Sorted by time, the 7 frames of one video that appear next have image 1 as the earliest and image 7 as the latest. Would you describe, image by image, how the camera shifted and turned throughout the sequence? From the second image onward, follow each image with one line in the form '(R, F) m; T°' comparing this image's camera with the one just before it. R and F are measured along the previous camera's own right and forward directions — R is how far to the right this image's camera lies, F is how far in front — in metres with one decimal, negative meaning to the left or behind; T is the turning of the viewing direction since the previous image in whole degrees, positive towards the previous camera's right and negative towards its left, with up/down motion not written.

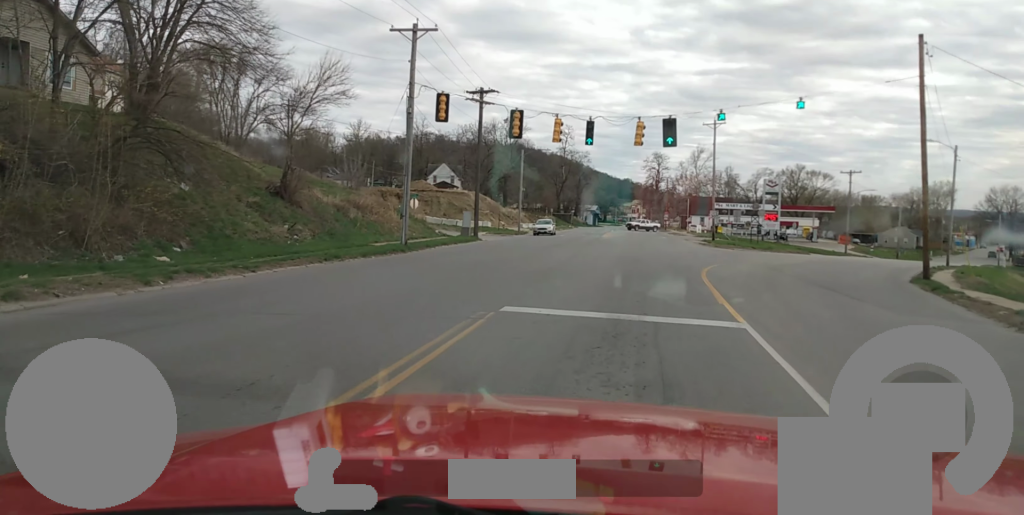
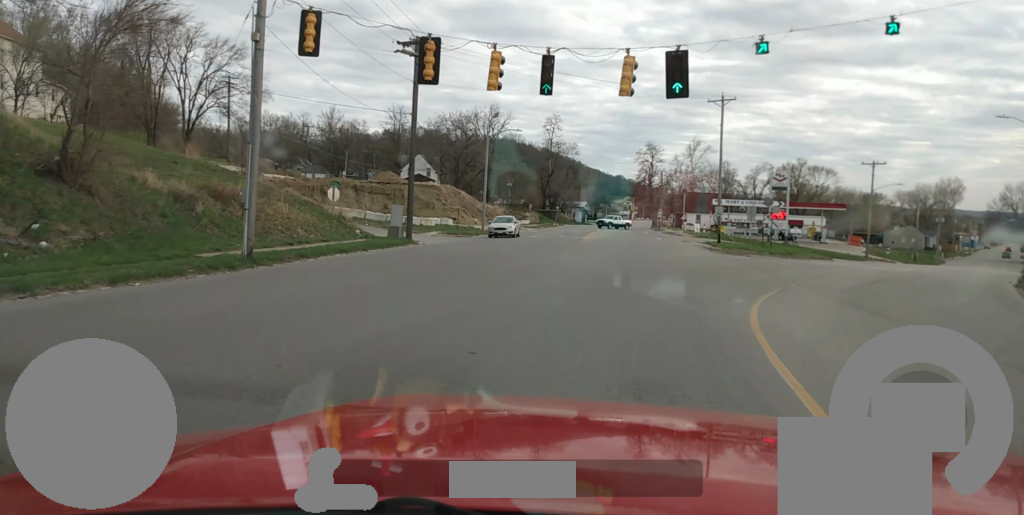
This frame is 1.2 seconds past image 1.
(+0.2, +12.5) m; -1°
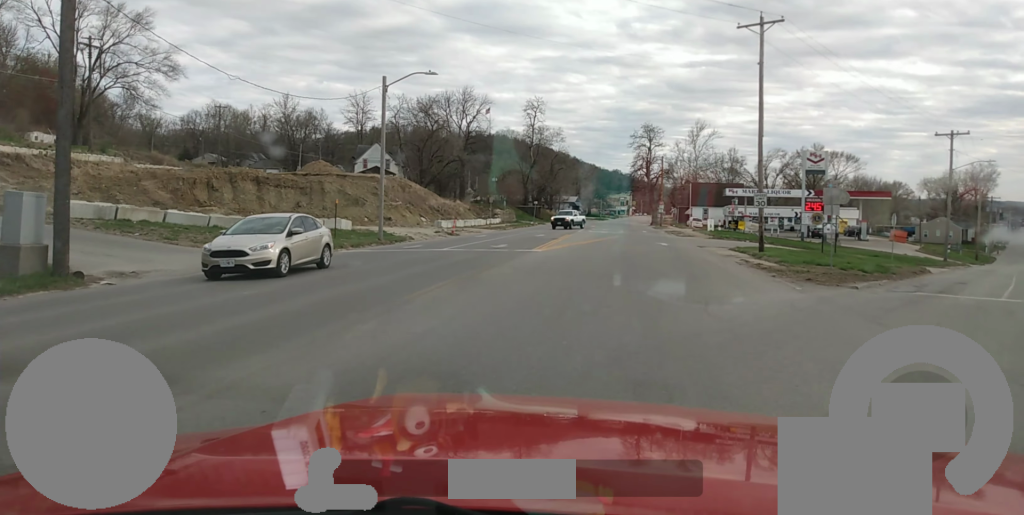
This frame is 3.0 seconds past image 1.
(0.0, +21.2) m; +2°
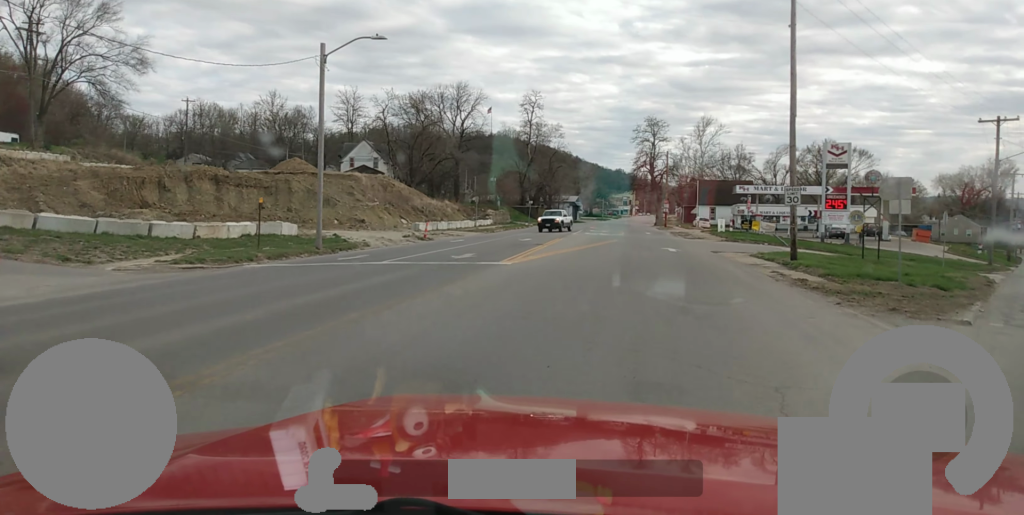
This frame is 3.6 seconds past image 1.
(+0.2, +7.3) m; +1°
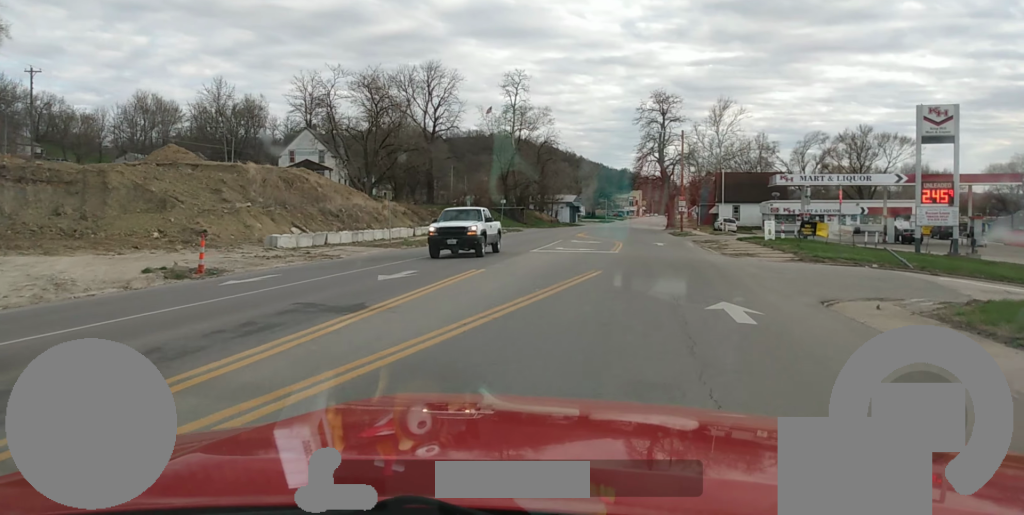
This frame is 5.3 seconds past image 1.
(0.0, +23.3) m; -1°
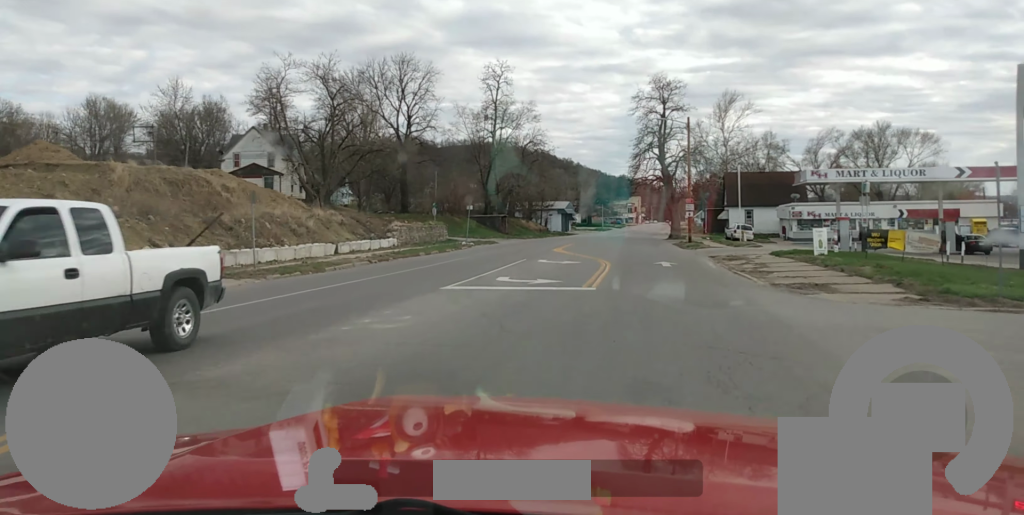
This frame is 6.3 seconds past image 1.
(-0.2, +13.4) m; -1°
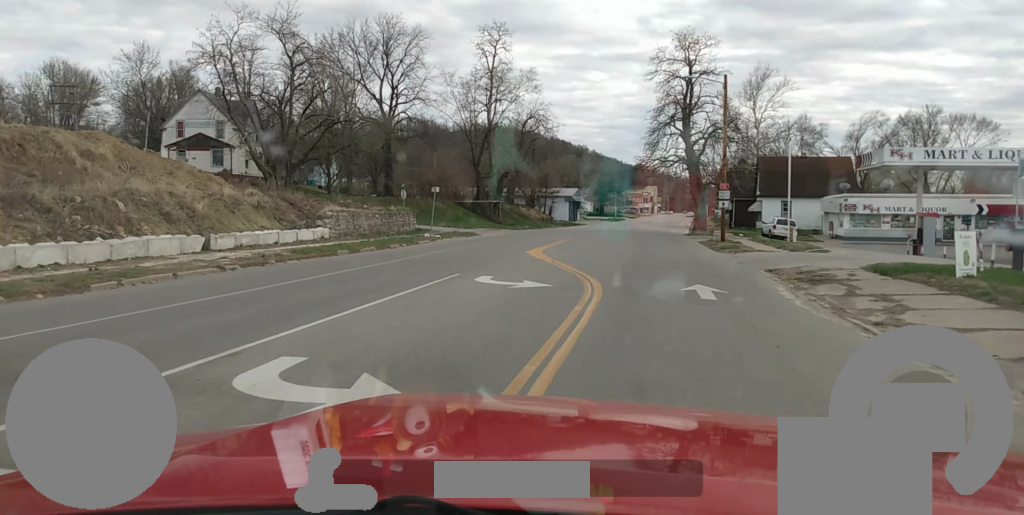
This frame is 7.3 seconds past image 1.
(-0.1, +13.9) m; 0°
